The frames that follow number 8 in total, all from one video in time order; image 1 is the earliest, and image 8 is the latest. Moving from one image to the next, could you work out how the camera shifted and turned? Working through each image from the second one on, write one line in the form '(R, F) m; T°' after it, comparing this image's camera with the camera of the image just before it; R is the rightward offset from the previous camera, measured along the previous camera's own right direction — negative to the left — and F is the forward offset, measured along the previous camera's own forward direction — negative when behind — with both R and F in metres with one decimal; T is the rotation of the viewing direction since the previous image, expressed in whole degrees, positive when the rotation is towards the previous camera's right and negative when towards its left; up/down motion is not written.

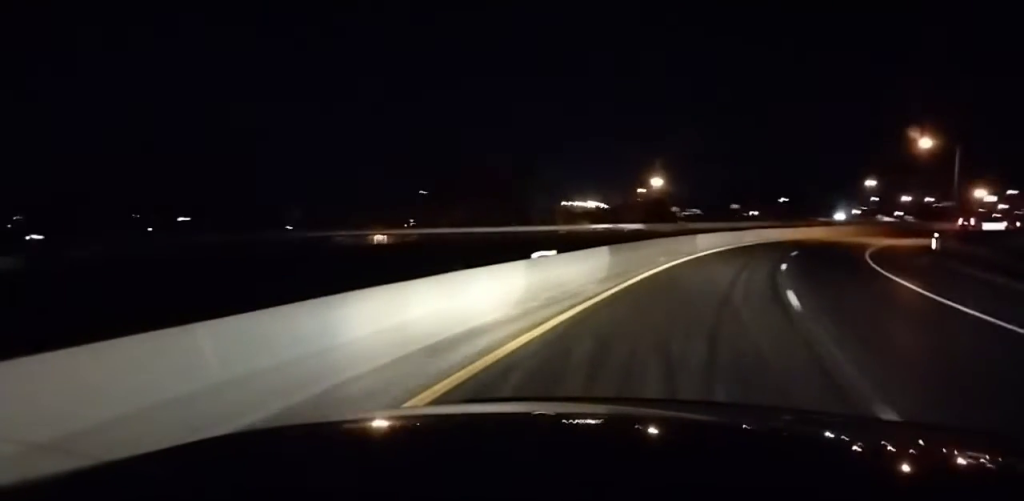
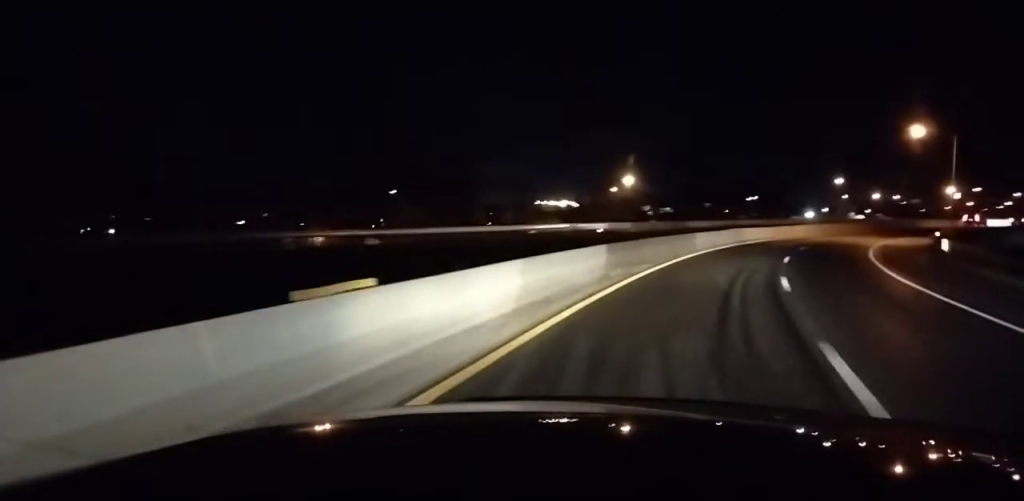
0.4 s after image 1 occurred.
(0.0, +9.6) m; +2°
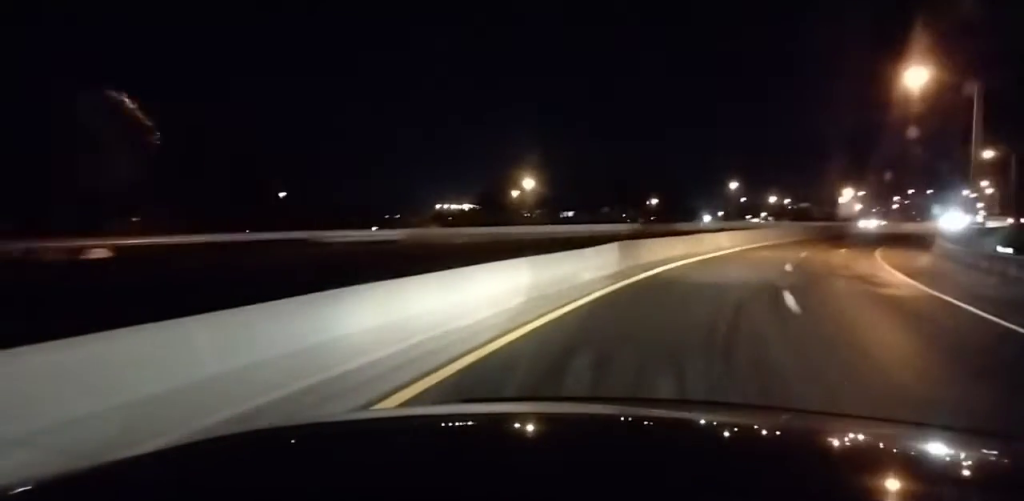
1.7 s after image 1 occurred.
(+1.8, +27.9) m; +6°
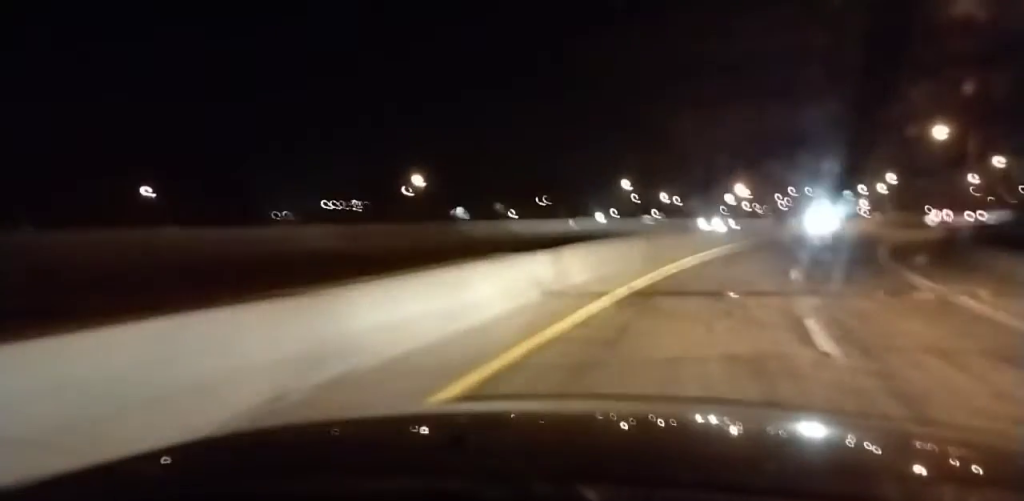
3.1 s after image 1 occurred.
(+1.9, +30.2) m; +8°
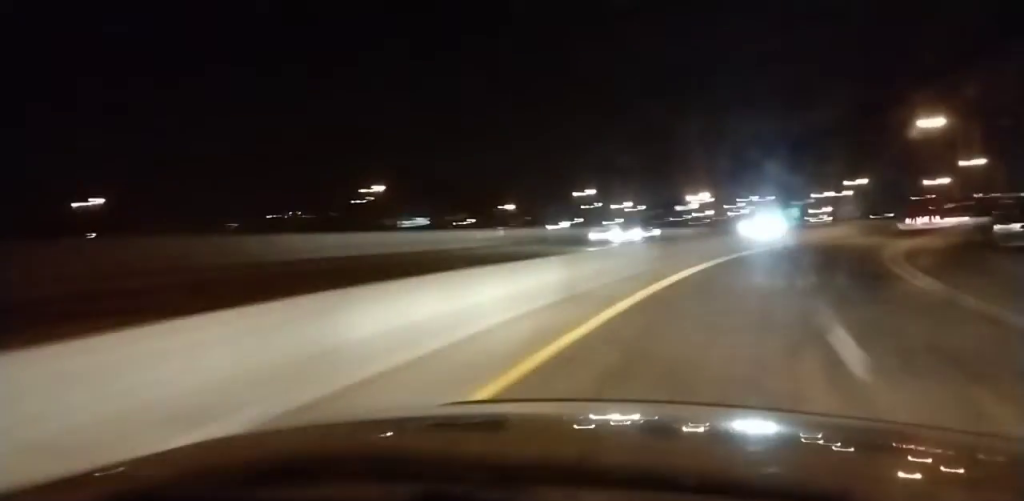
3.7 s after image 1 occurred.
(+0.4, +13.7) m; +4°
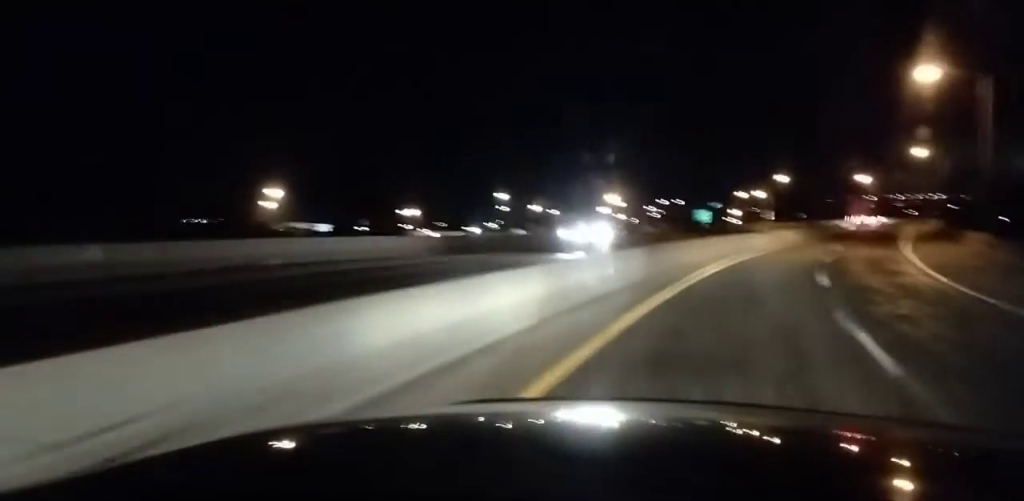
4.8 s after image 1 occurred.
(+1.1, +23.0) m; +6°
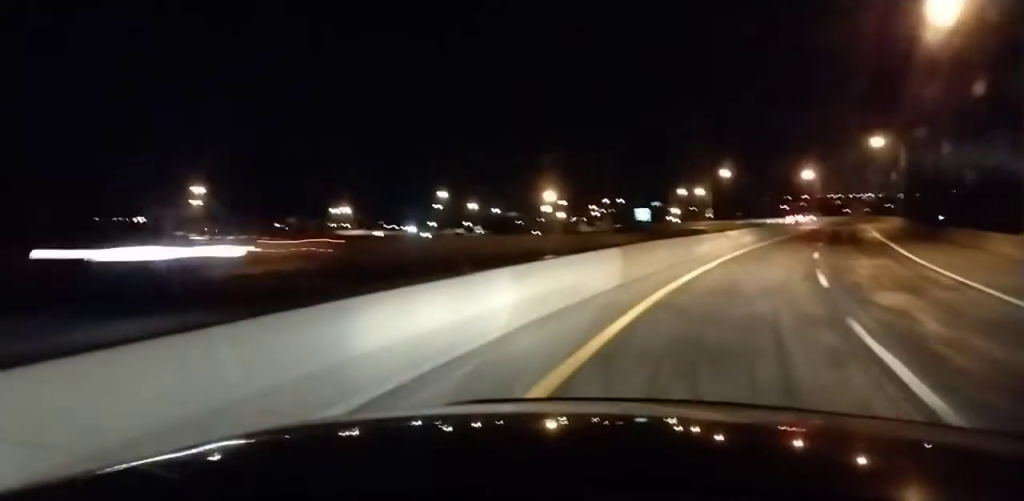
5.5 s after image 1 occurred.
(+0.4, +15.7) m; +4°
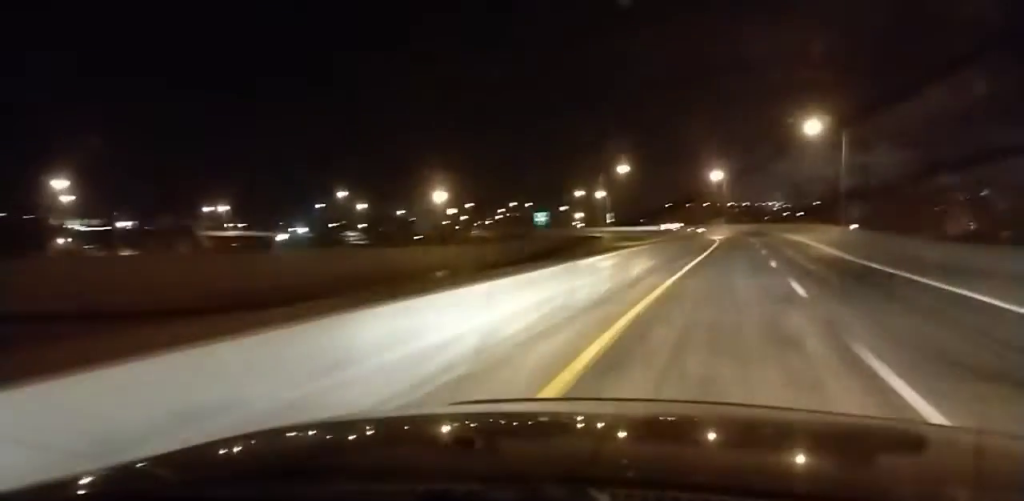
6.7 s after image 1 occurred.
(+1.3, +25.7) m; +5°
